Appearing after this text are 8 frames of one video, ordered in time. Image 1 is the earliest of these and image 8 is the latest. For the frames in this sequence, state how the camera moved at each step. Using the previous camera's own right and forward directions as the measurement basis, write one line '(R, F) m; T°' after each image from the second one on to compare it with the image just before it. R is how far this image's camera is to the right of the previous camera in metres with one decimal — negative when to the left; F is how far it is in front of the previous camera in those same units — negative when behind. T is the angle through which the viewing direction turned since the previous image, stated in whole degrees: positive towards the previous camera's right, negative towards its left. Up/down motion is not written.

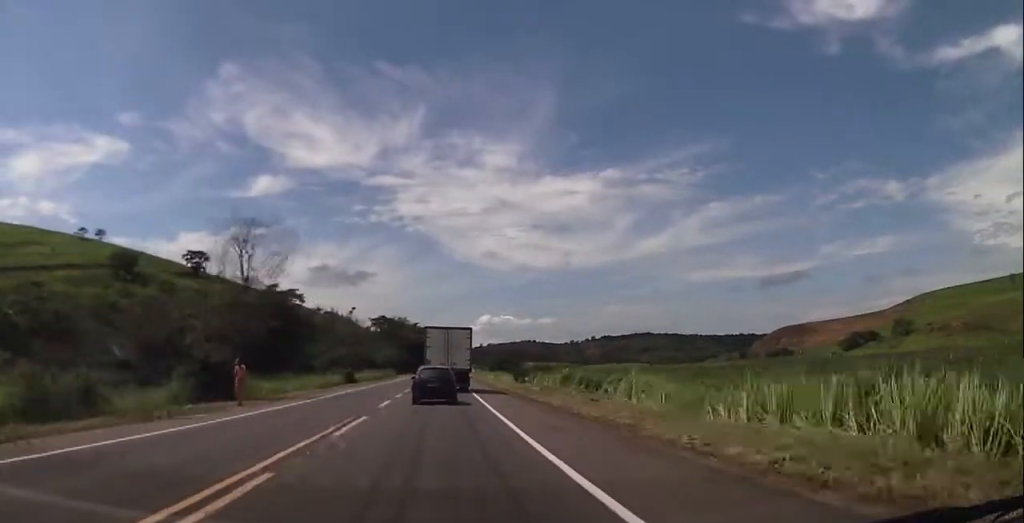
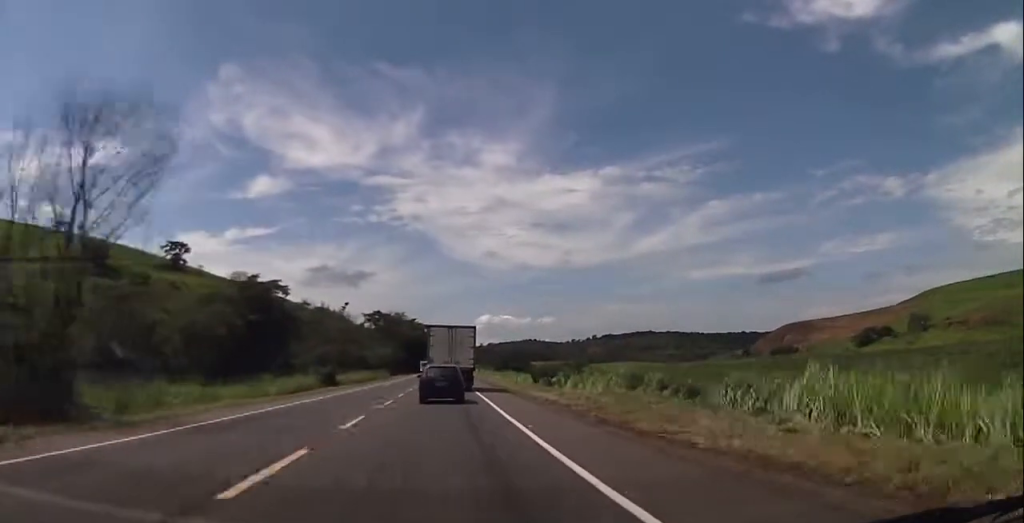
(0.0, +15.5) m; 0°
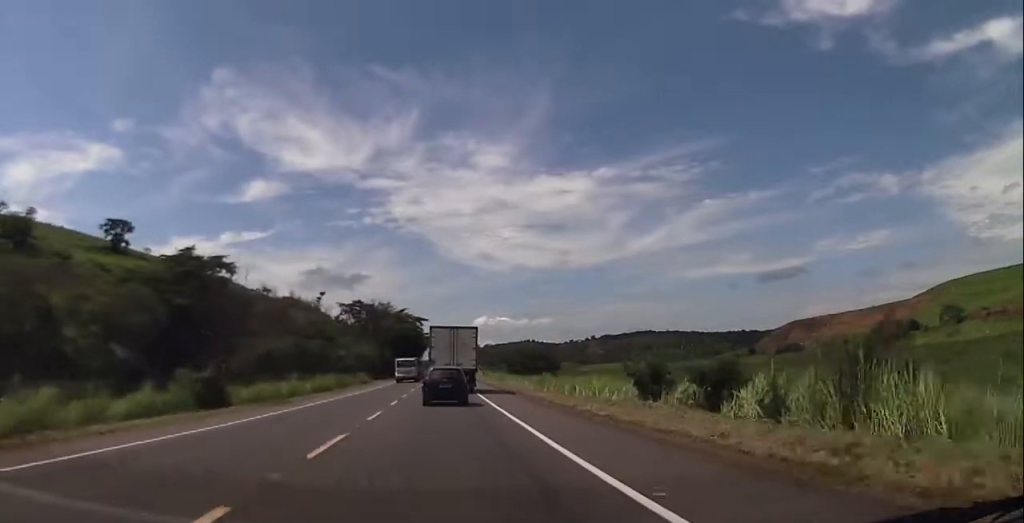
(0.0, +33.2) m; +1°
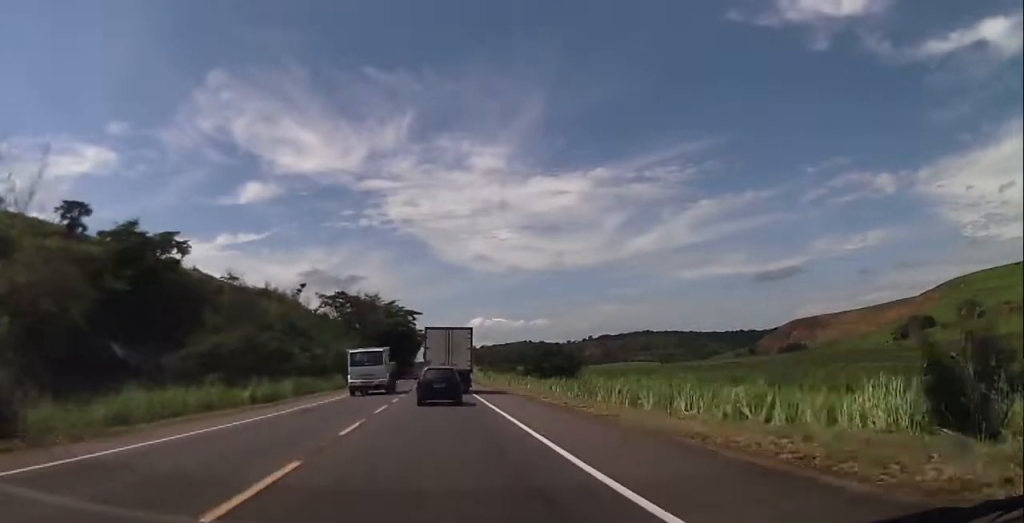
(+0.2, +18.9) m; 0°
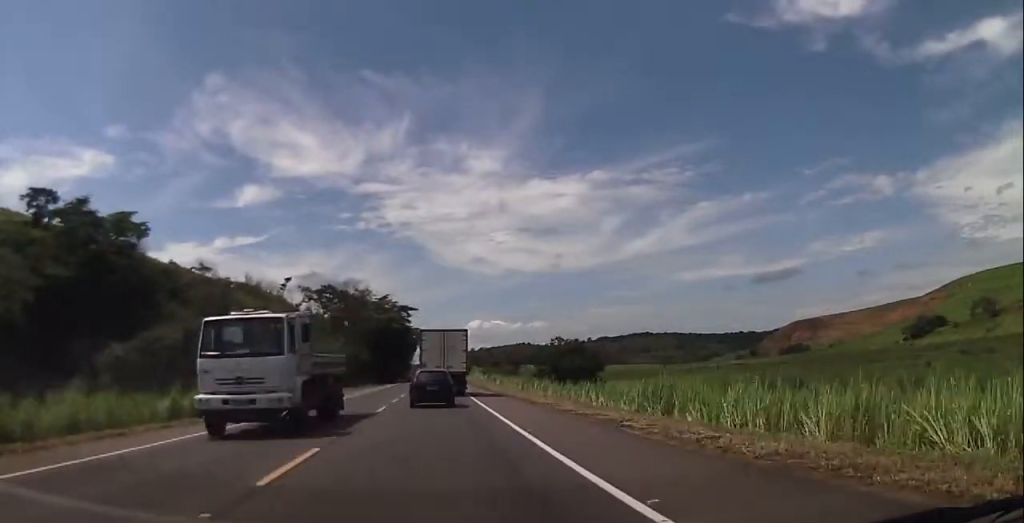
(+0.1, +12.1) m; 0°
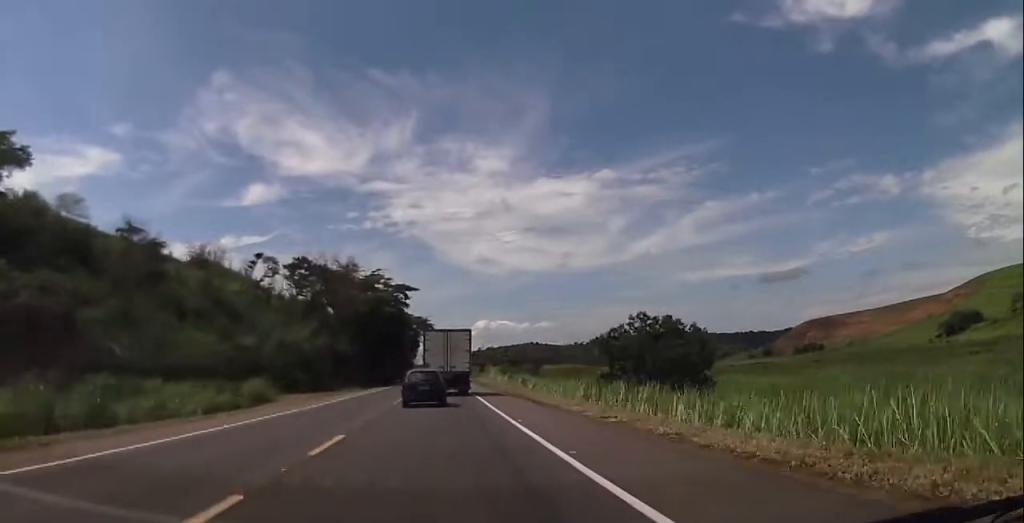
(-0.5, +26.9) m; 0°
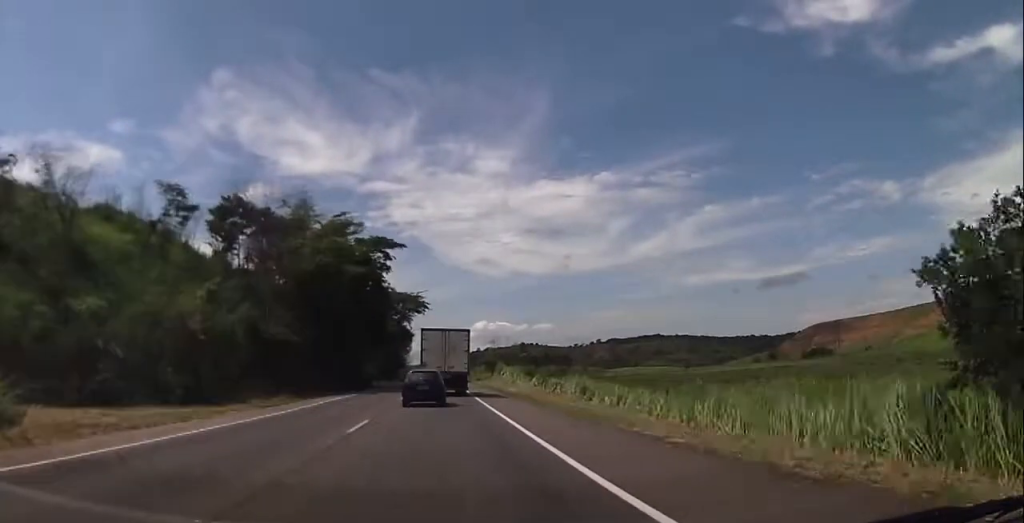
(+0.5, +30.9) m; +1°
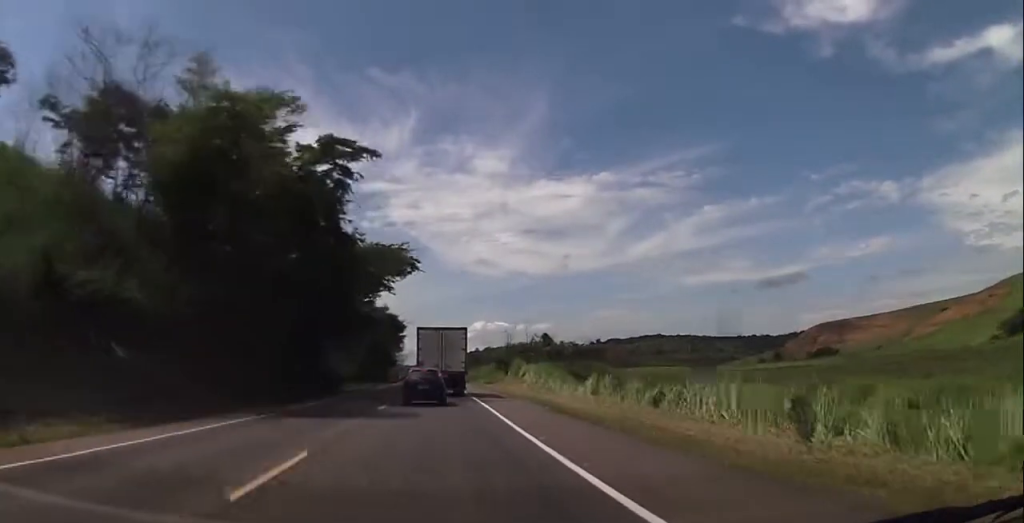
(0.0, +25.0) m; -1°
